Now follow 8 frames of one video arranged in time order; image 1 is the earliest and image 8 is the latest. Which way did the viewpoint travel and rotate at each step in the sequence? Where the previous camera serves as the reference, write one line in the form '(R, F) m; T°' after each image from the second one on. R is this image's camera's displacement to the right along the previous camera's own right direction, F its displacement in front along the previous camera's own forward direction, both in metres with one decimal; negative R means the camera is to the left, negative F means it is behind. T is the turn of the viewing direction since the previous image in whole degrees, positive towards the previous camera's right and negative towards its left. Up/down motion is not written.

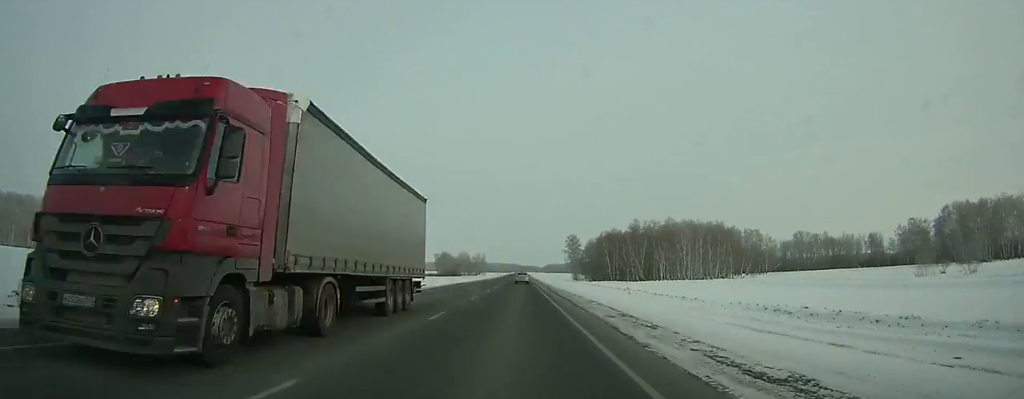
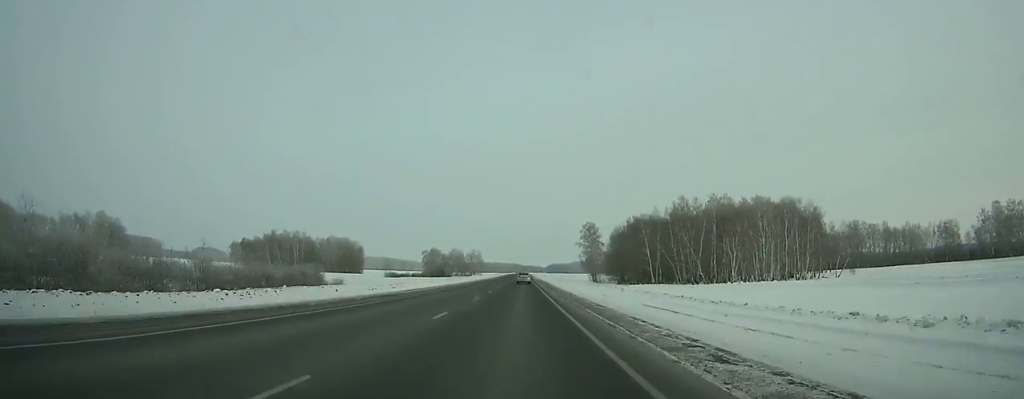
(-0.1, +59.9) m; 0°
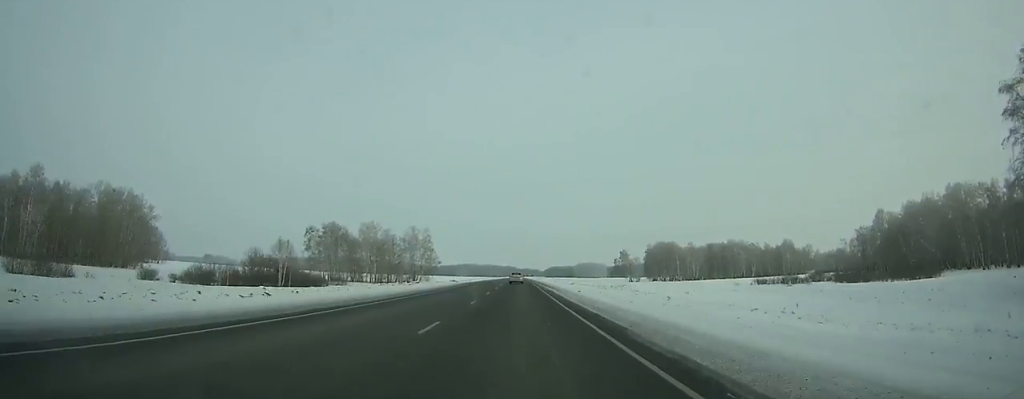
(+0.8, +198.8) m; 0°
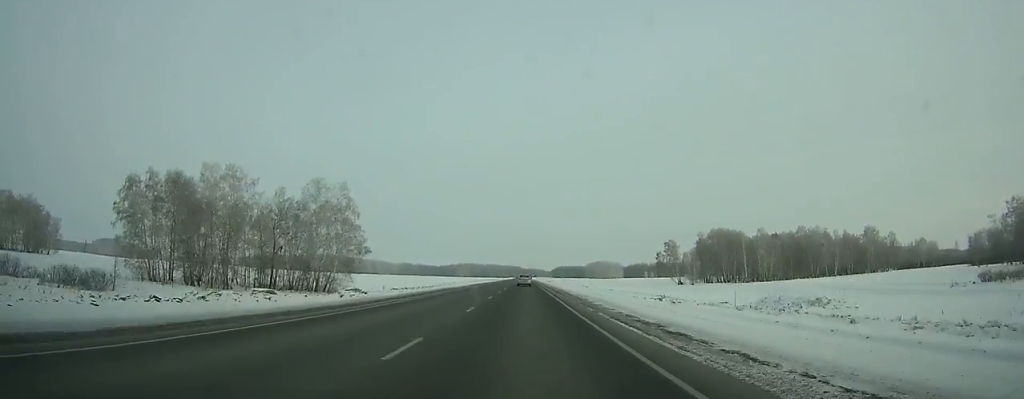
(-0.2, +87.7) m; 0°
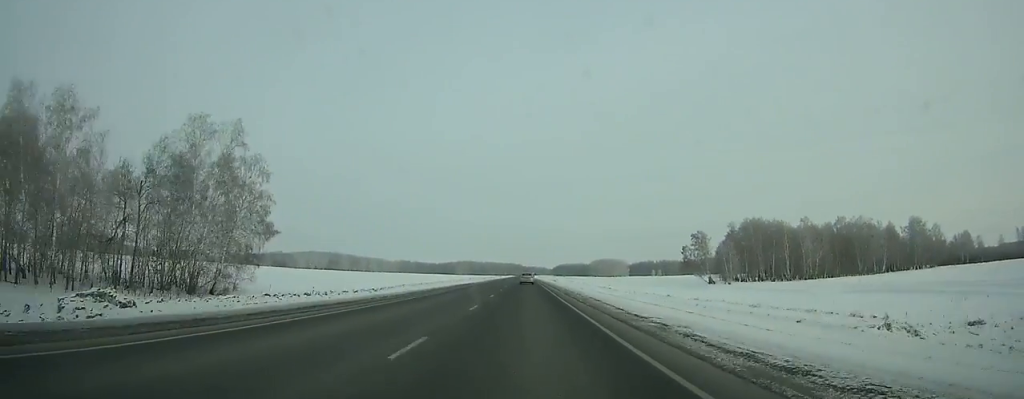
(-0.1, +36.3) m; 0°
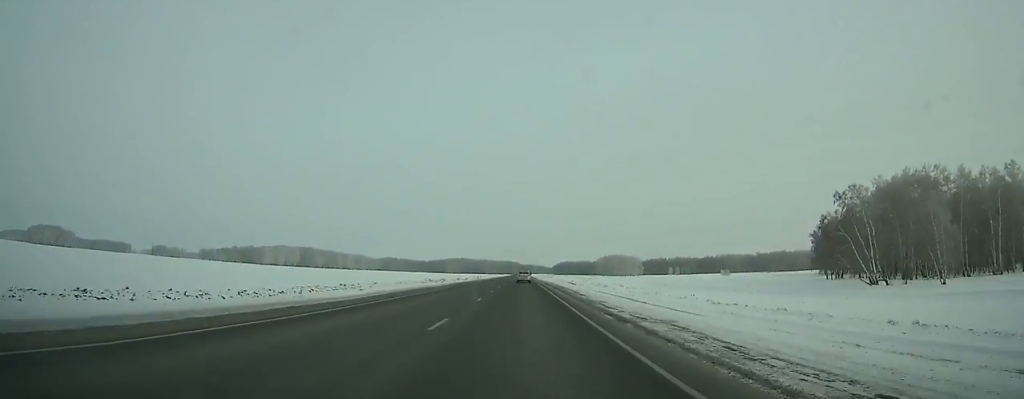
(+0.2, +93.3) m; 0°
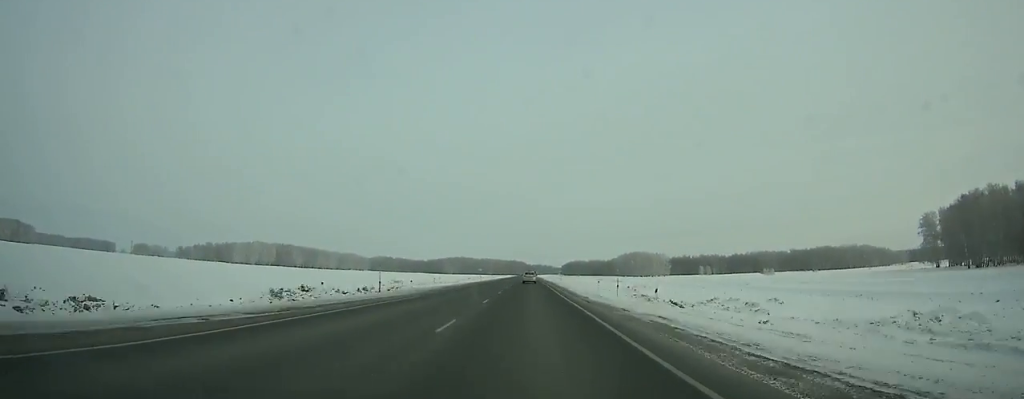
(+0.3, +84.8) m; 0°
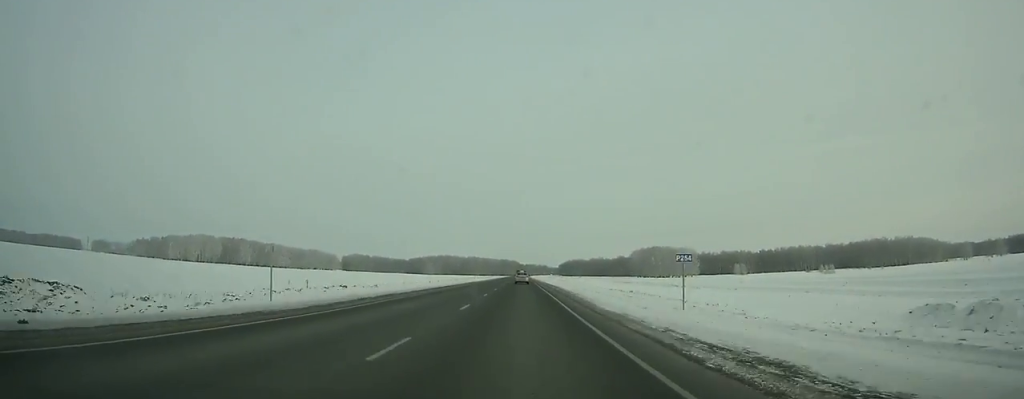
(-0.3, +100.8) m; 0°
